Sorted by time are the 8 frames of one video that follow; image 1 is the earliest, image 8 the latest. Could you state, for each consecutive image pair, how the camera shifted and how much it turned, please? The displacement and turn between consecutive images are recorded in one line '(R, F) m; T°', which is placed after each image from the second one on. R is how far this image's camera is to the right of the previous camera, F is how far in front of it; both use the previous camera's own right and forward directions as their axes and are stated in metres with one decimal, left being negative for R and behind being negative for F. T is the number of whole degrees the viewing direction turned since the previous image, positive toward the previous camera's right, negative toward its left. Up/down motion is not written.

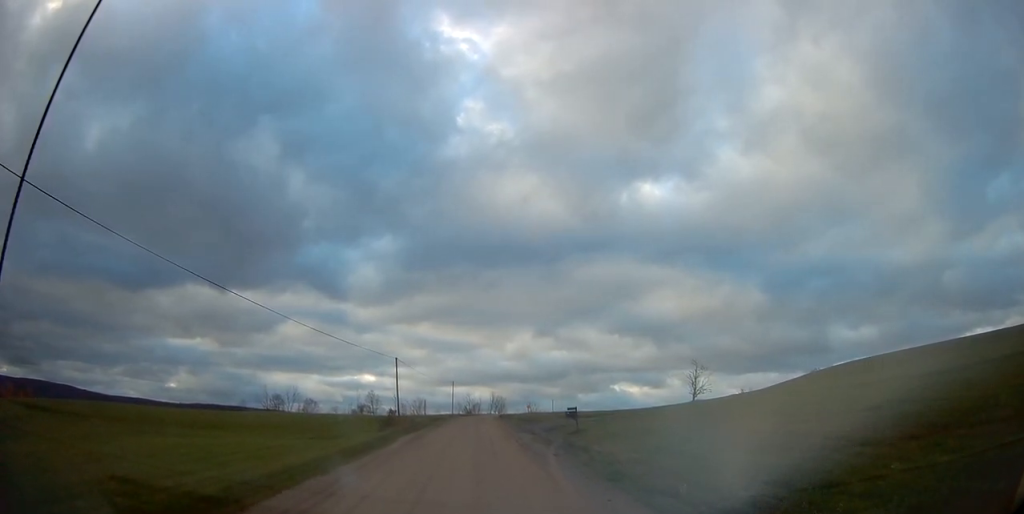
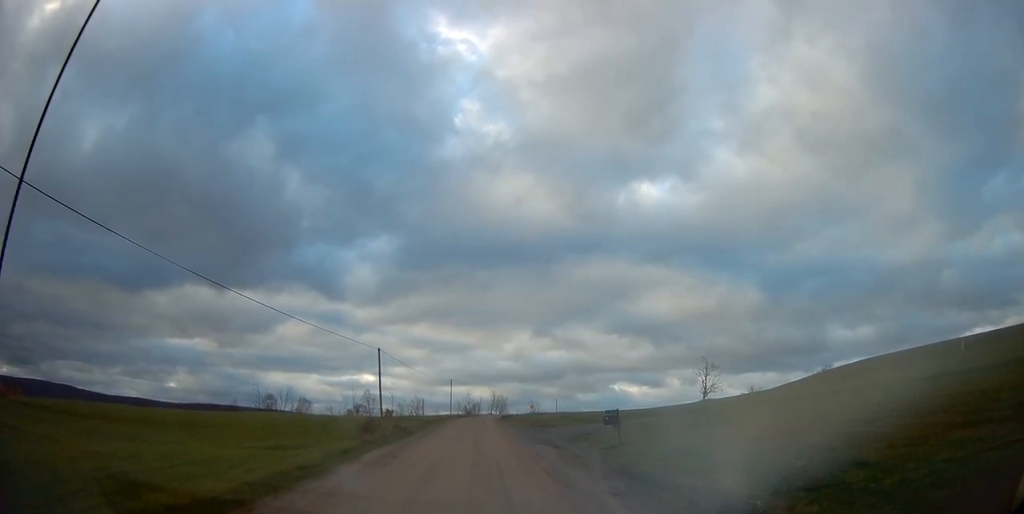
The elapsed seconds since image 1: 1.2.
(0.0, +8.9) m; -1°
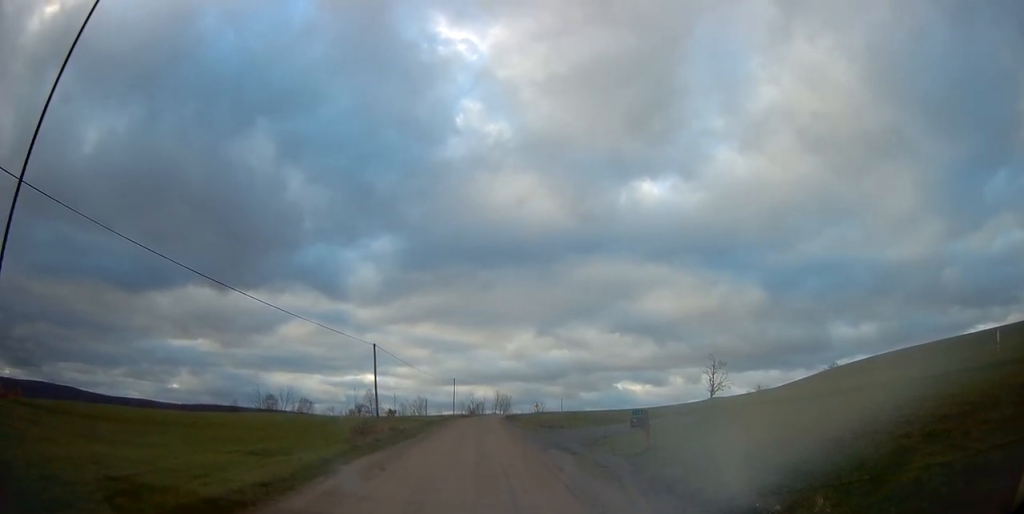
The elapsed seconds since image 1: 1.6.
(-0.1, +3.2) m; 0°
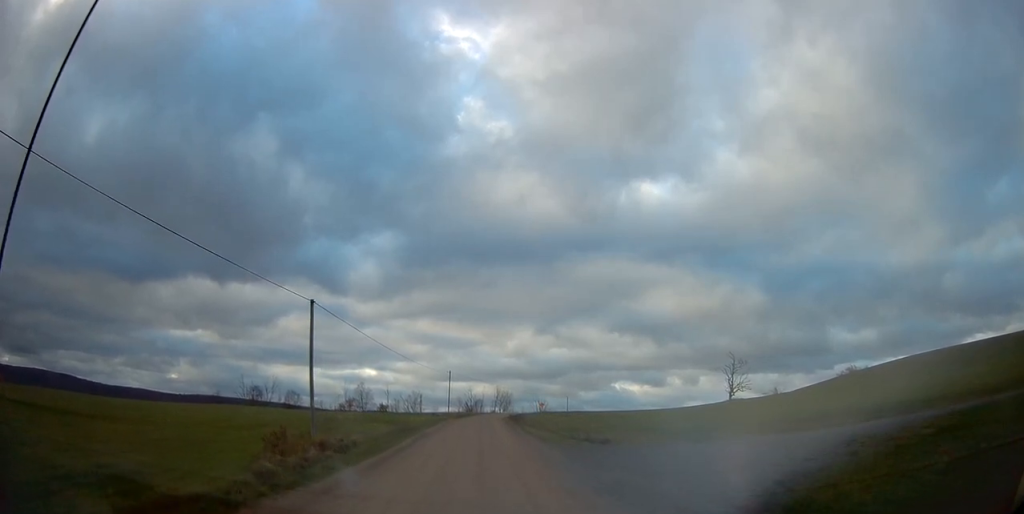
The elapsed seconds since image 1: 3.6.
(+0.7, +14.8) m; +2°
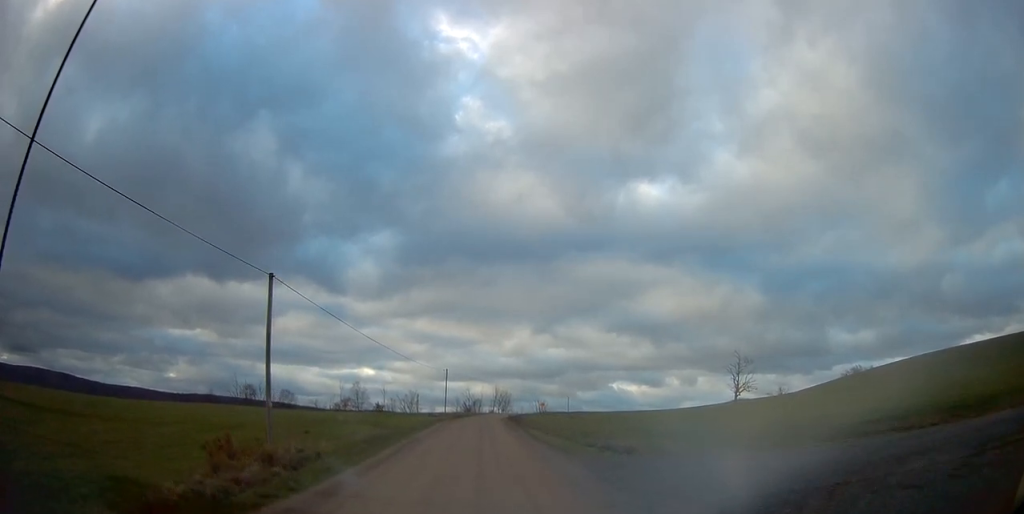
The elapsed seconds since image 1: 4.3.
(-0.1, +5.0) m; 0°
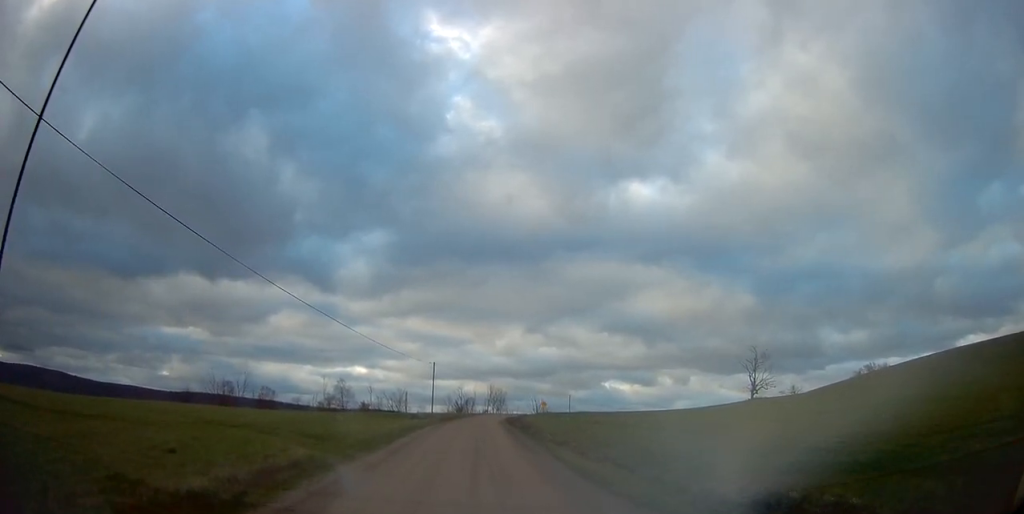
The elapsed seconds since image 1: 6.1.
(0.0, +14.6) m; 0°
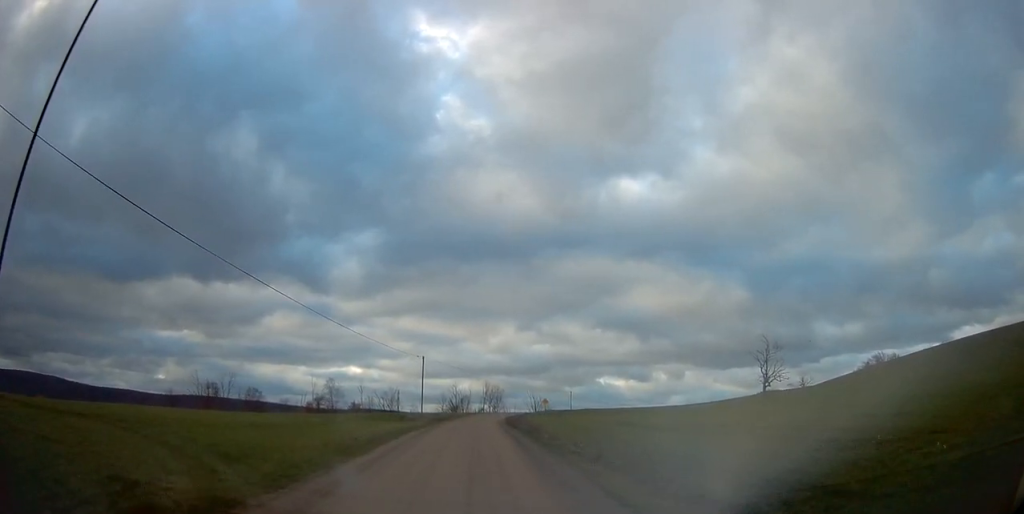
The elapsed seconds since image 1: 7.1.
(+0.1, +9.0) m; +1°
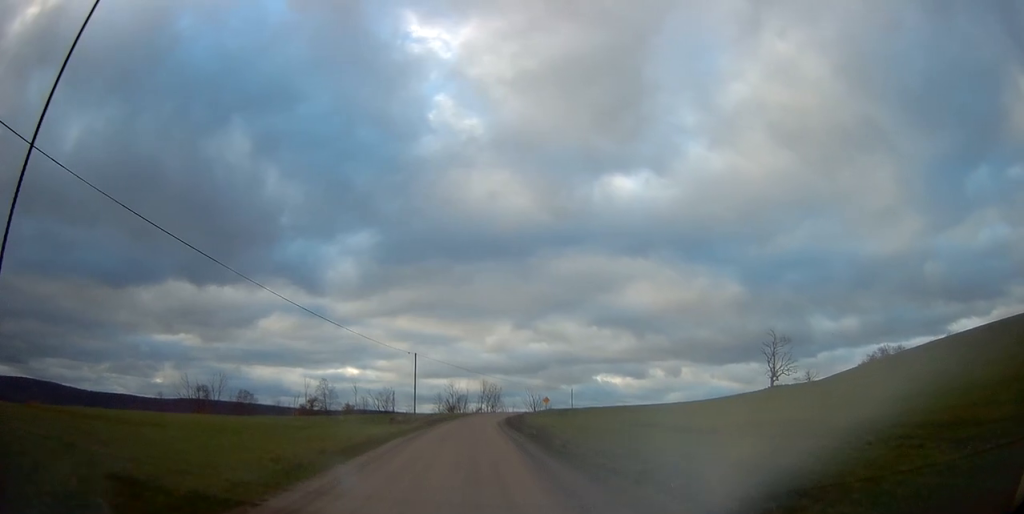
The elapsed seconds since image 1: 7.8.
(+0.1, +5.4) m; 0°
